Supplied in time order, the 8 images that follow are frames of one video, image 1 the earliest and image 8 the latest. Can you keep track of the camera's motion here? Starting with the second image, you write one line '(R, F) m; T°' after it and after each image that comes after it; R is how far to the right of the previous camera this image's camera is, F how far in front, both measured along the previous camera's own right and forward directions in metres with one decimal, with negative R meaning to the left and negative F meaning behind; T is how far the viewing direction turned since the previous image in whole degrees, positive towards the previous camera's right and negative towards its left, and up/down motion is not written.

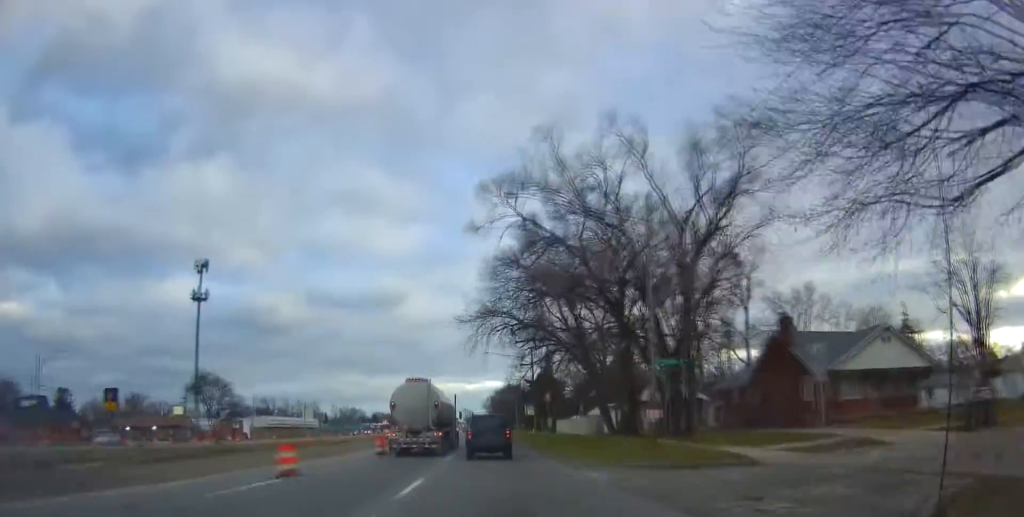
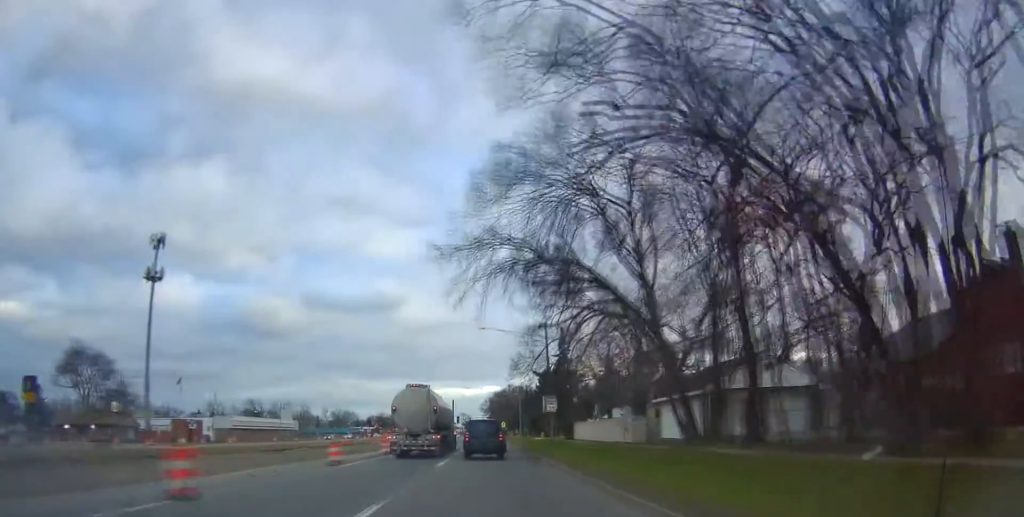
(-0.3, +20.3) m; 0°
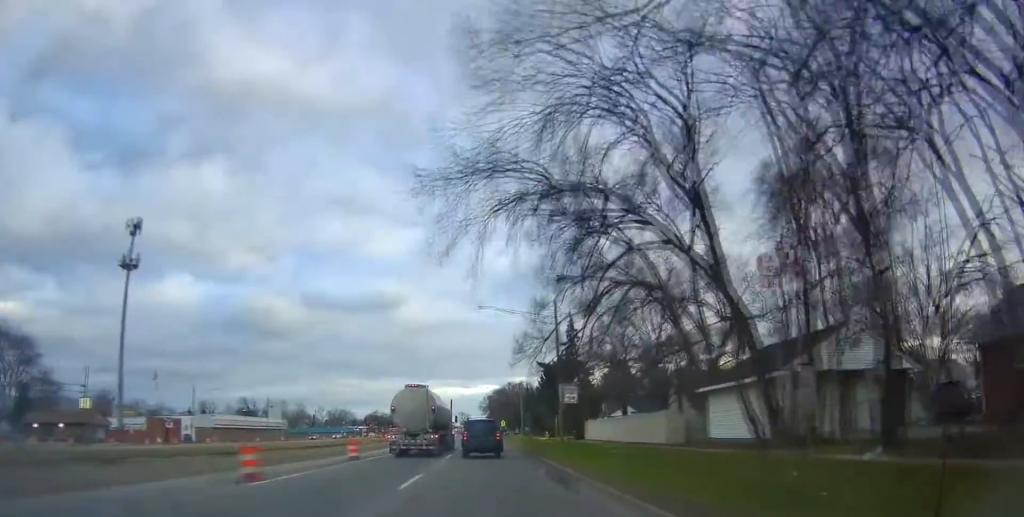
(+0.2, +8.8) m; +1°
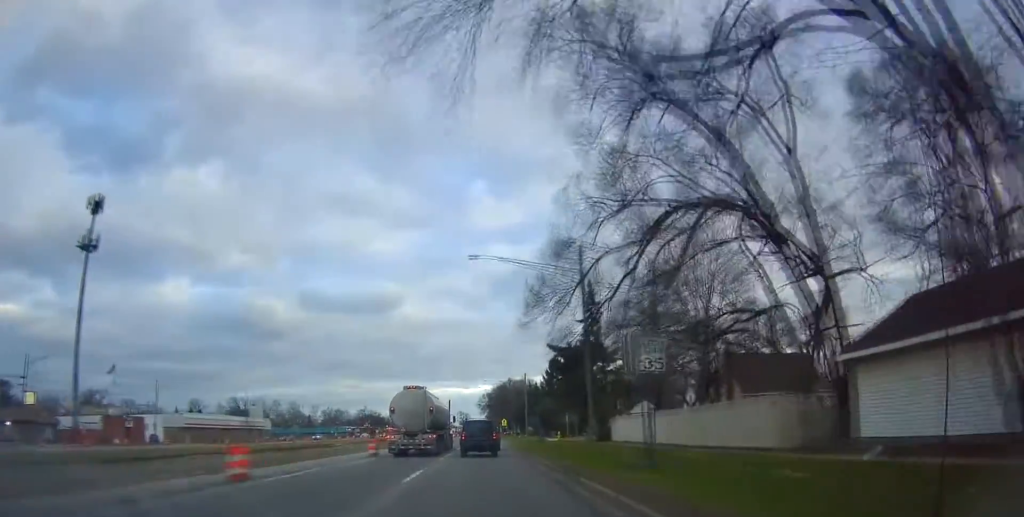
(+0.1, +13.2) m; 0°
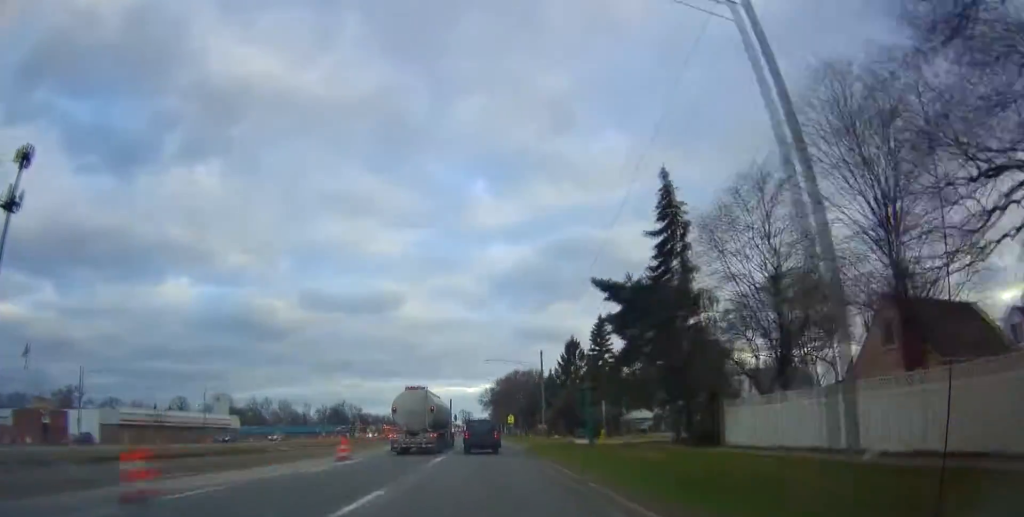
(0.0, +22.3) m; 0°
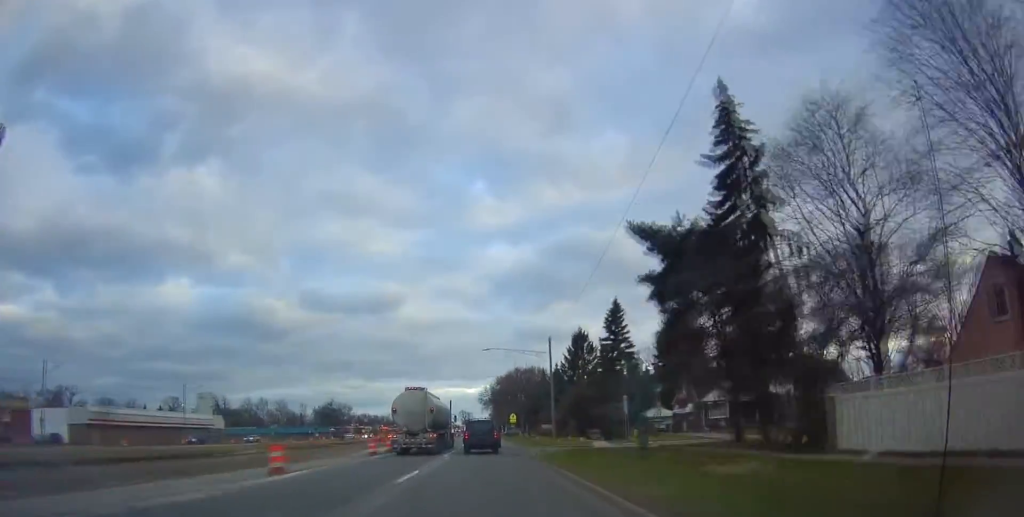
(0.0, +8.5) m; -1°
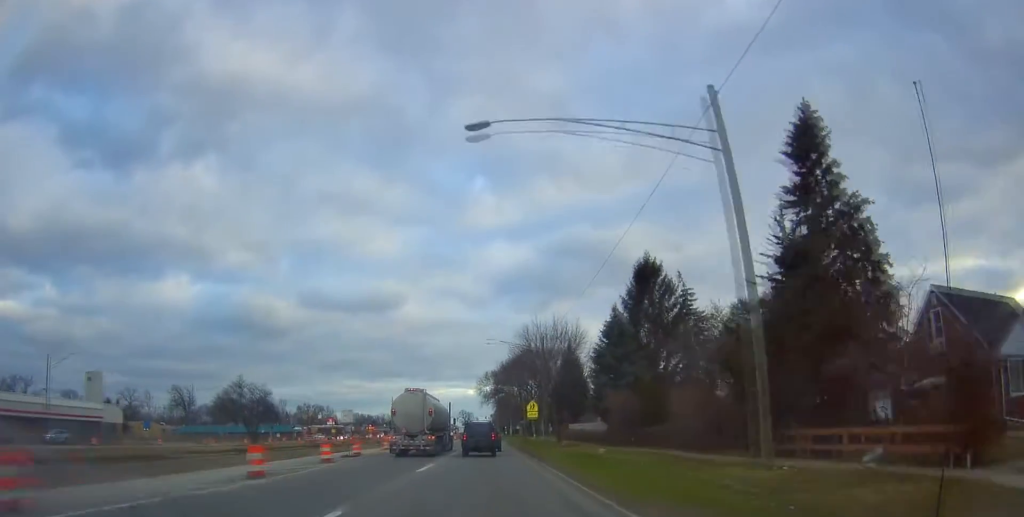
(-0.8, +39.6) m; 0°
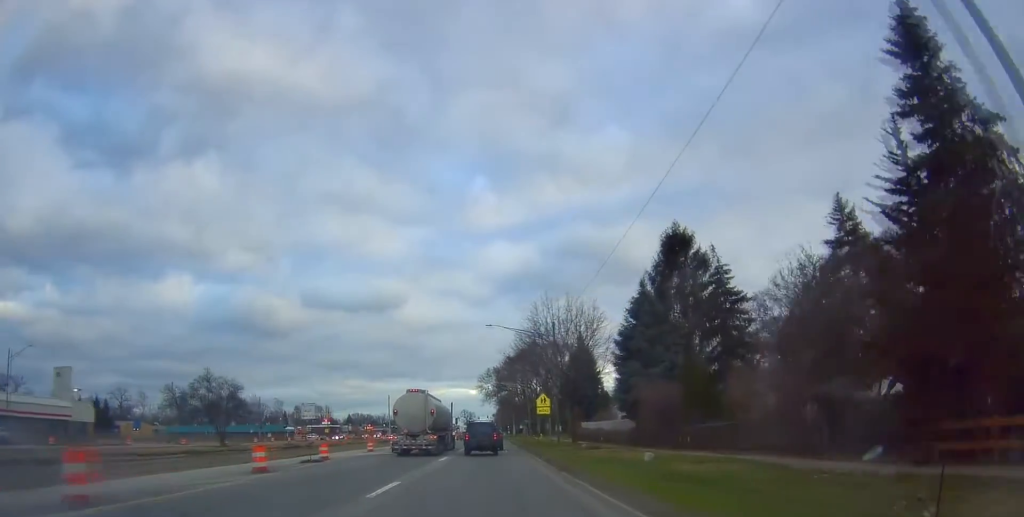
(+0.1, +8.7) m; +1°
